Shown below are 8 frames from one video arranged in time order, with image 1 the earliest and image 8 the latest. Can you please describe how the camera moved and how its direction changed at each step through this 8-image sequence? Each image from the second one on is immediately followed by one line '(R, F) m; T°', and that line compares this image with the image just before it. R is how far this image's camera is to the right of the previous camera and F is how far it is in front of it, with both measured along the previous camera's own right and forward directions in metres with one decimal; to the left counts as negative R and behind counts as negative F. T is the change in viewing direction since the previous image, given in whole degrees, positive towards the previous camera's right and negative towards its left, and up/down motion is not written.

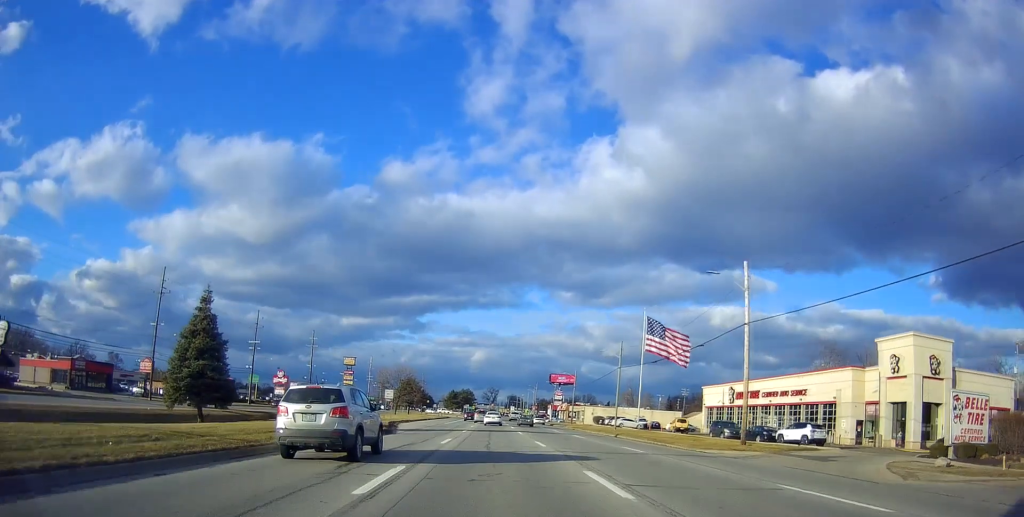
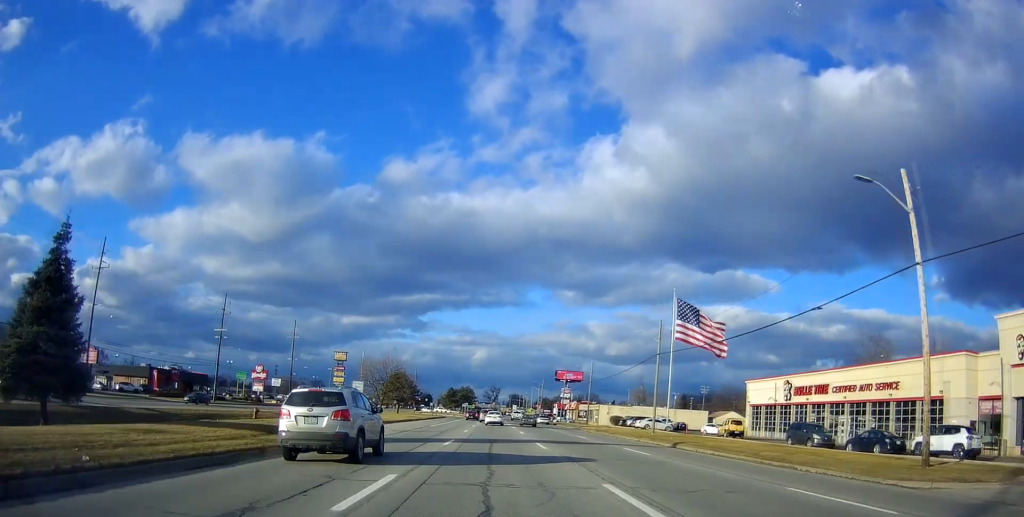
(0.0, +15.7) m; 0°
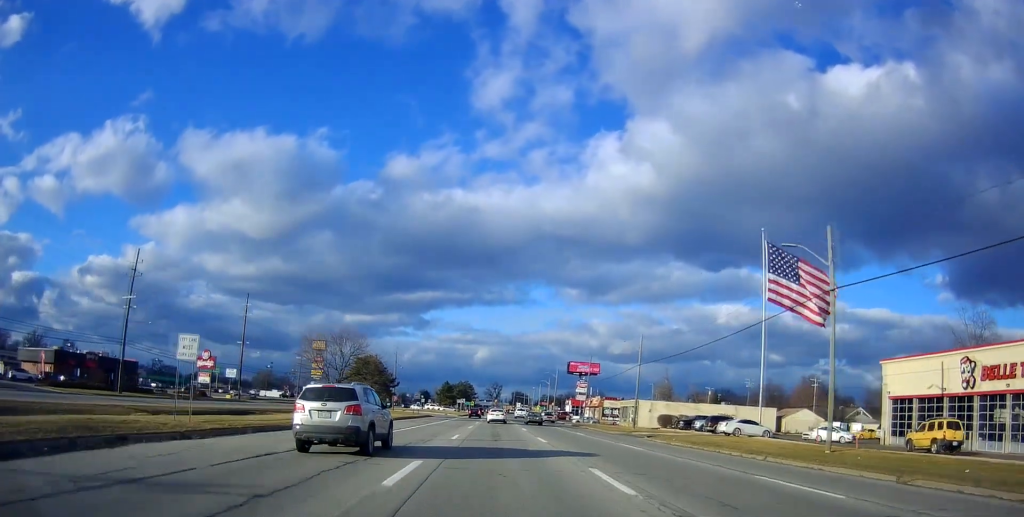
(0.0, +28.8) m; -1°
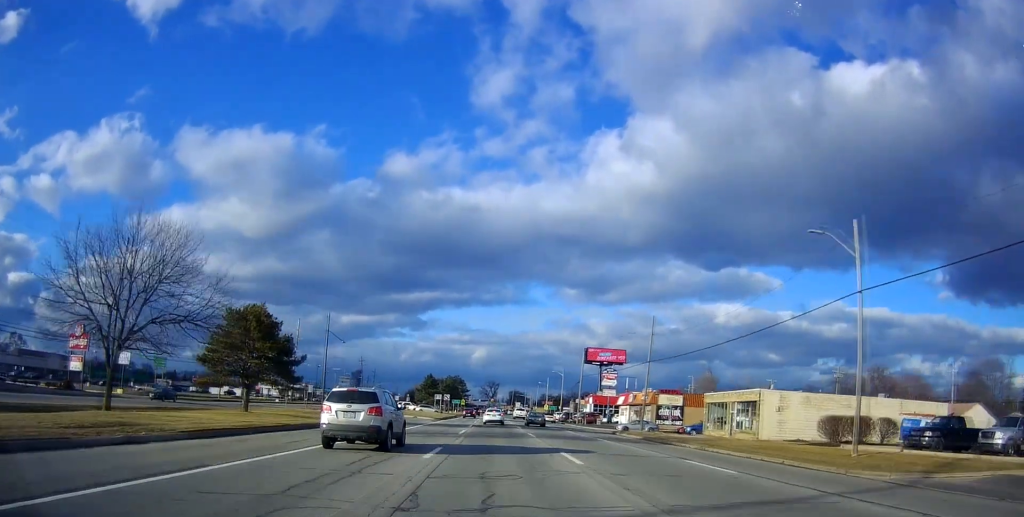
(-0.6, +40.2) m; 0°
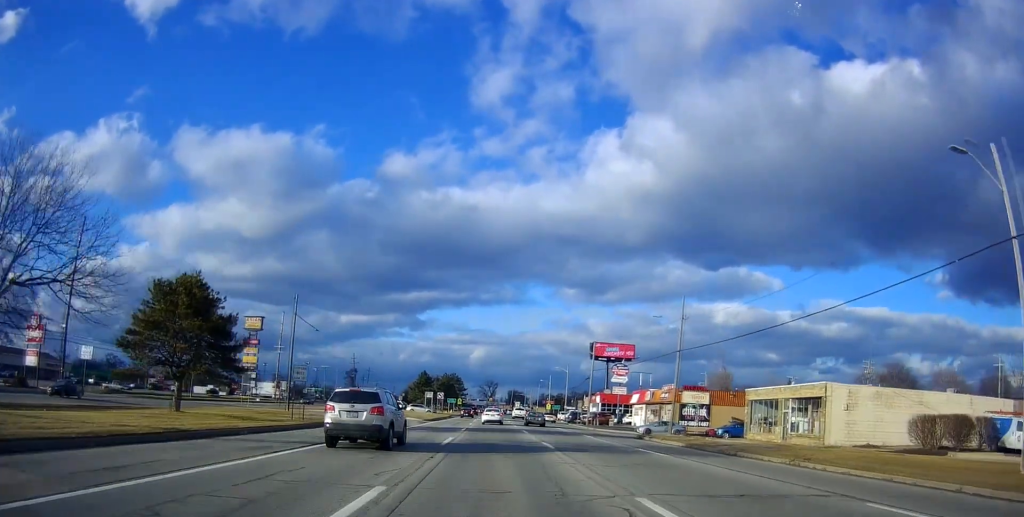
(+0.3, +10.1) m; +1°
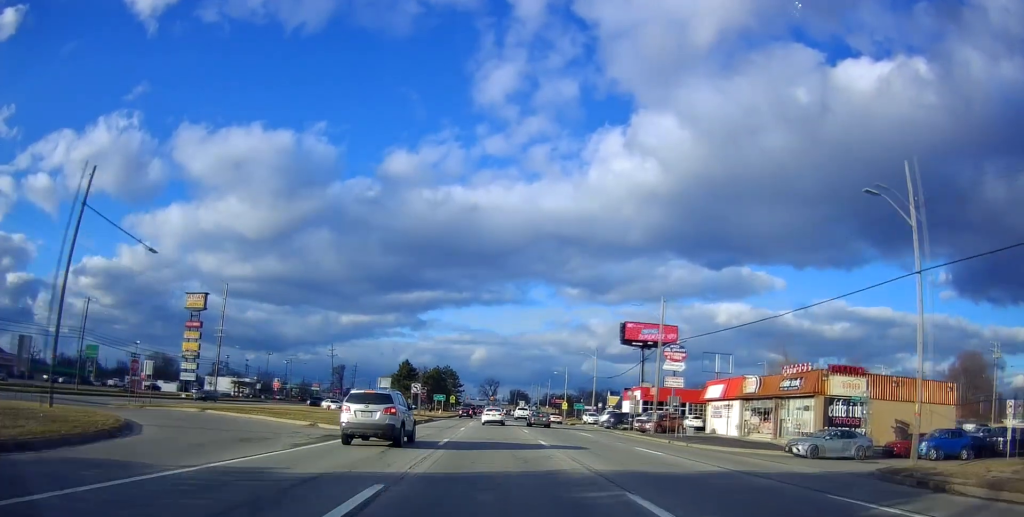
(-0.5, +29.4) m; -1°
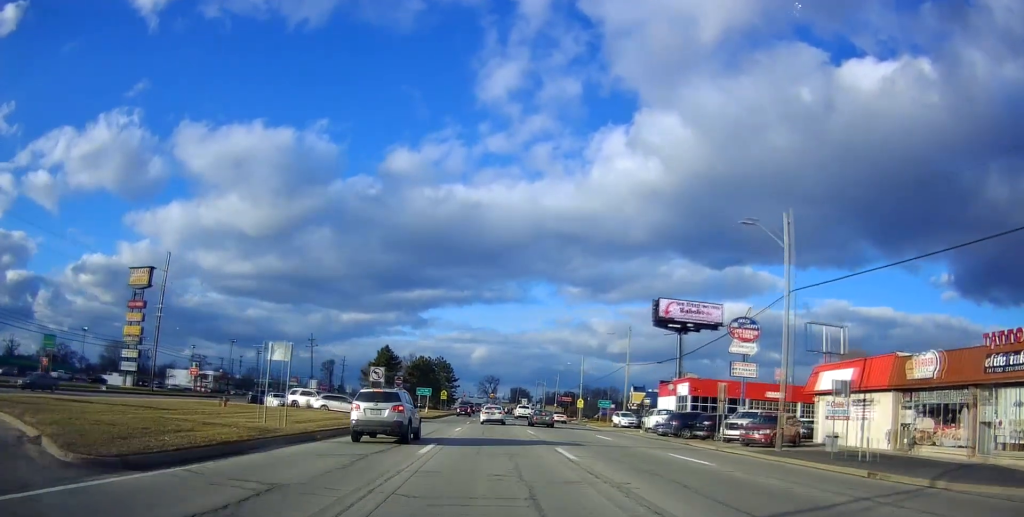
(+0.2, +20.4) m; 0°
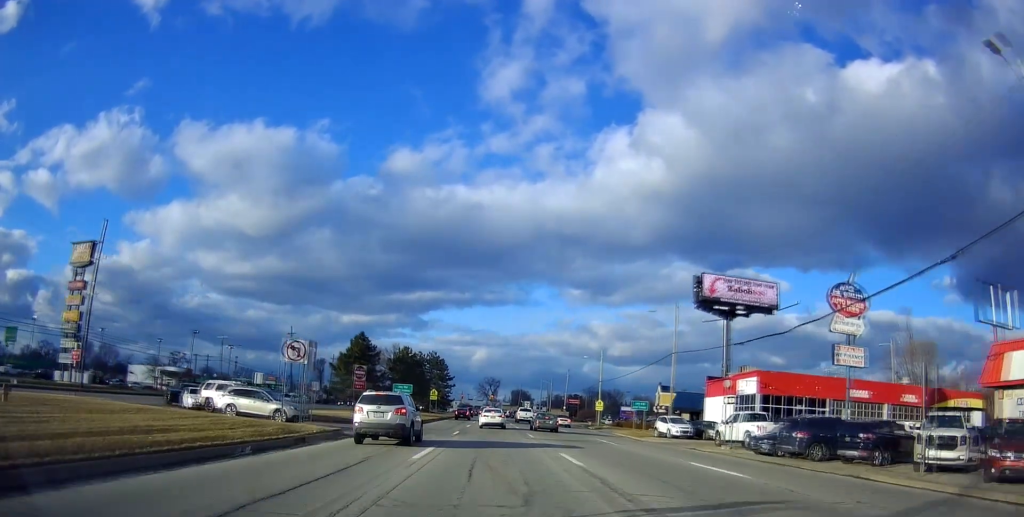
(0.0, +17.1) m; -1°
